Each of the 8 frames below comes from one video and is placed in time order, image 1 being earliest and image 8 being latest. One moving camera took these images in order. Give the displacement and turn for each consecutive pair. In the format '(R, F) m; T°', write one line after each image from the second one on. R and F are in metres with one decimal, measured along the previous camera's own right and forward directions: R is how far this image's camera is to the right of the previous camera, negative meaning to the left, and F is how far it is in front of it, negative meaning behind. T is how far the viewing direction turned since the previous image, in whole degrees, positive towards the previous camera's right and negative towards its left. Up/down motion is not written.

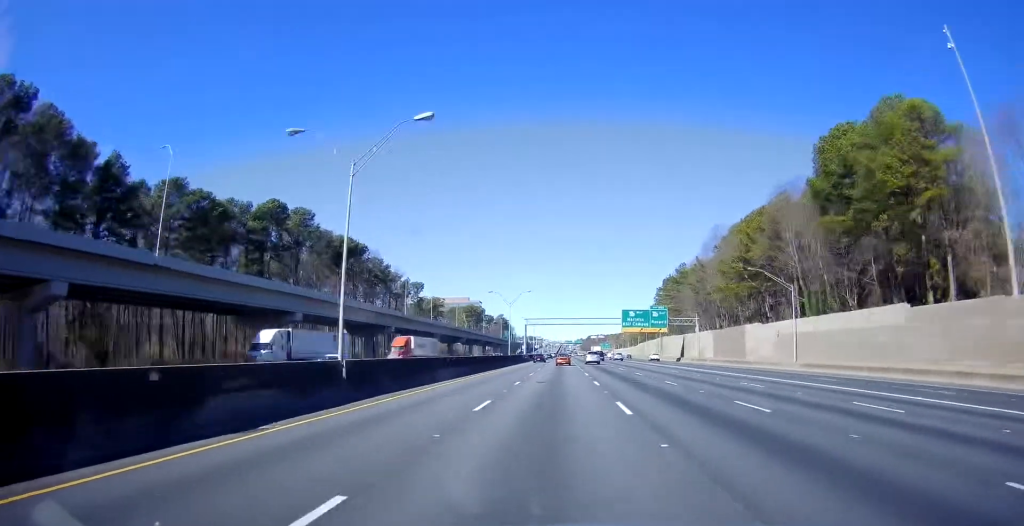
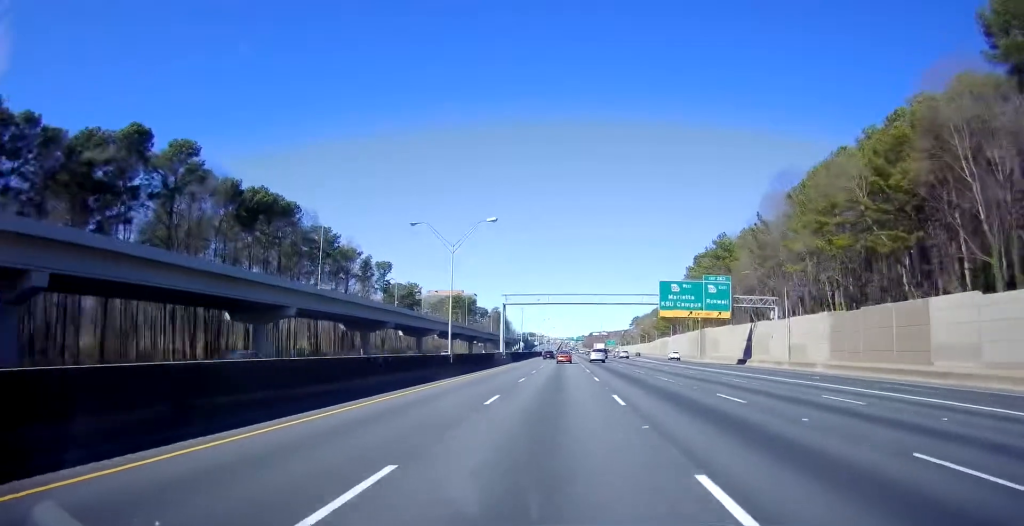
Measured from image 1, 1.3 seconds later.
(-0.6, +46.1) m; -1°
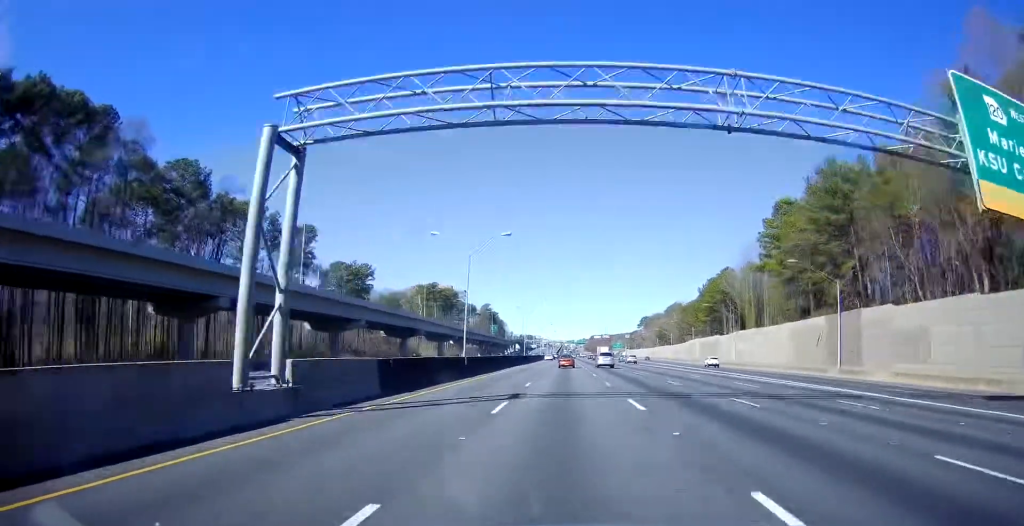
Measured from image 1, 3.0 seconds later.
(0.0, +60.5) m; 0°
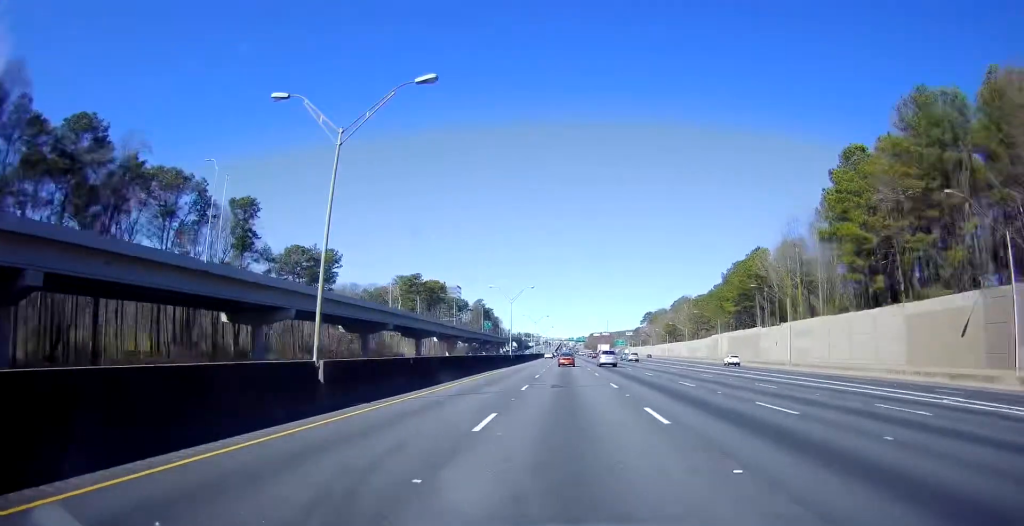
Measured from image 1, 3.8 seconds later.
(+0.2, +26.4) m; 0°
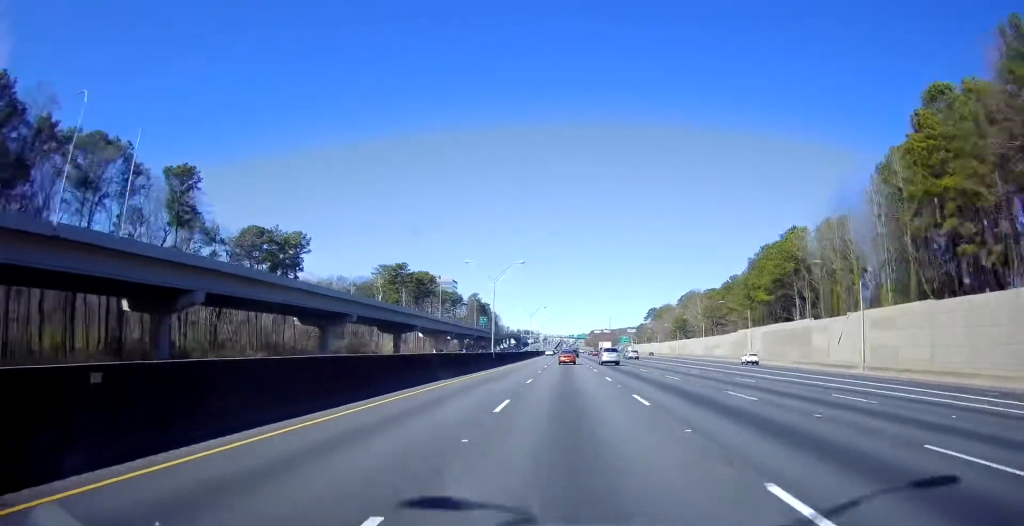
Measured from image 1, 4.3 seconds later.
(0.0, +20.5) m; 0°
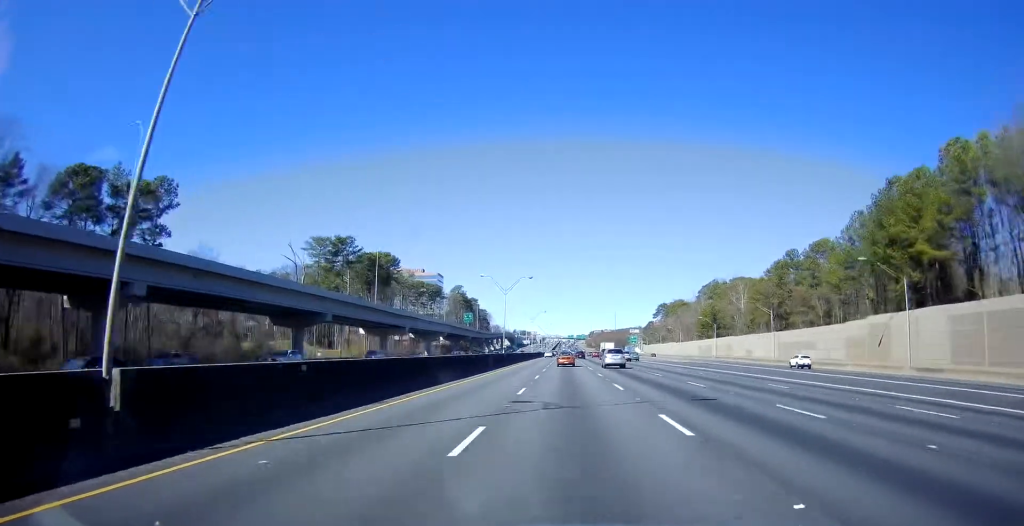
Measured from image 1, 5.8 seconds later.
(-0.4, +52.9) m; 0°
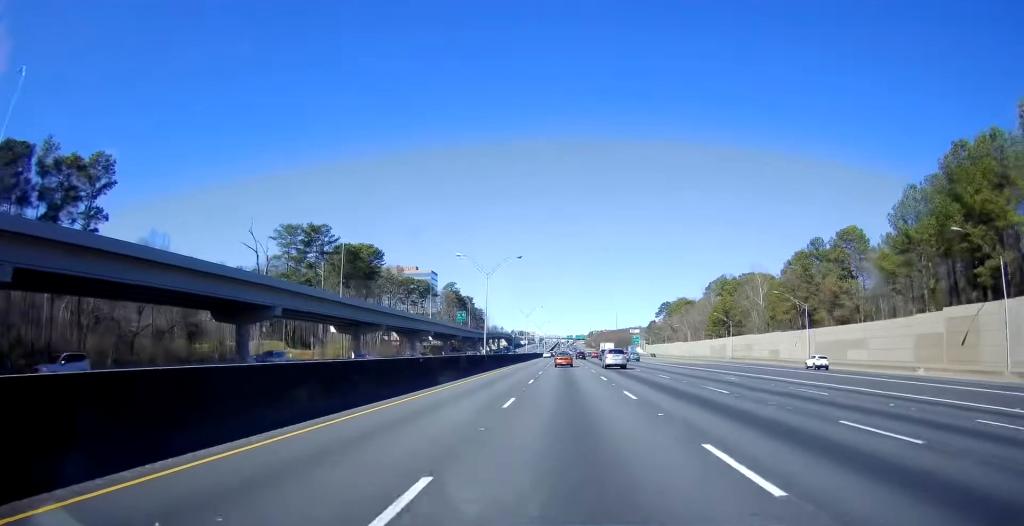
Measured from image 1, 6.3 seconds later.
(+0.1, +16.2) m; 0°
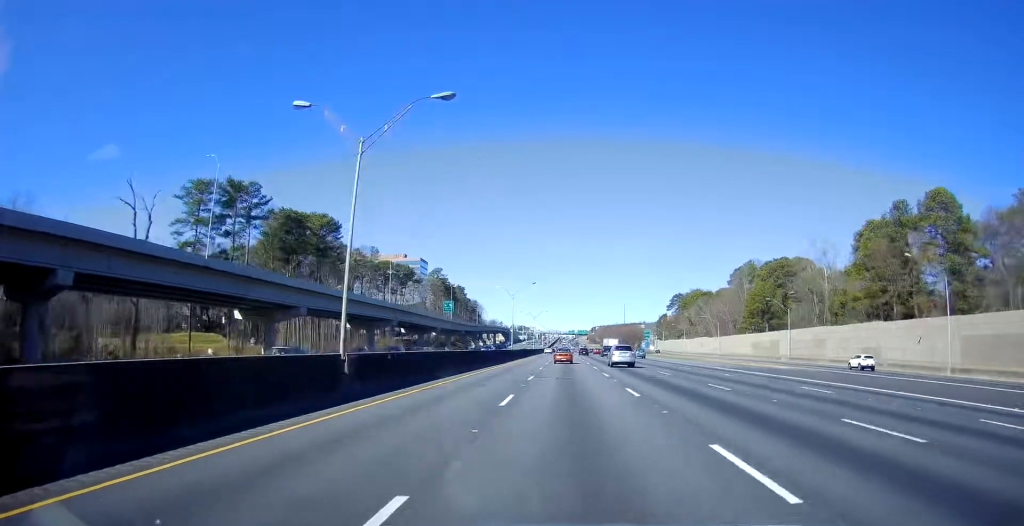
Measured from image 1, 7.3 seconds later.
(0.0, +36.9) m; 0°
